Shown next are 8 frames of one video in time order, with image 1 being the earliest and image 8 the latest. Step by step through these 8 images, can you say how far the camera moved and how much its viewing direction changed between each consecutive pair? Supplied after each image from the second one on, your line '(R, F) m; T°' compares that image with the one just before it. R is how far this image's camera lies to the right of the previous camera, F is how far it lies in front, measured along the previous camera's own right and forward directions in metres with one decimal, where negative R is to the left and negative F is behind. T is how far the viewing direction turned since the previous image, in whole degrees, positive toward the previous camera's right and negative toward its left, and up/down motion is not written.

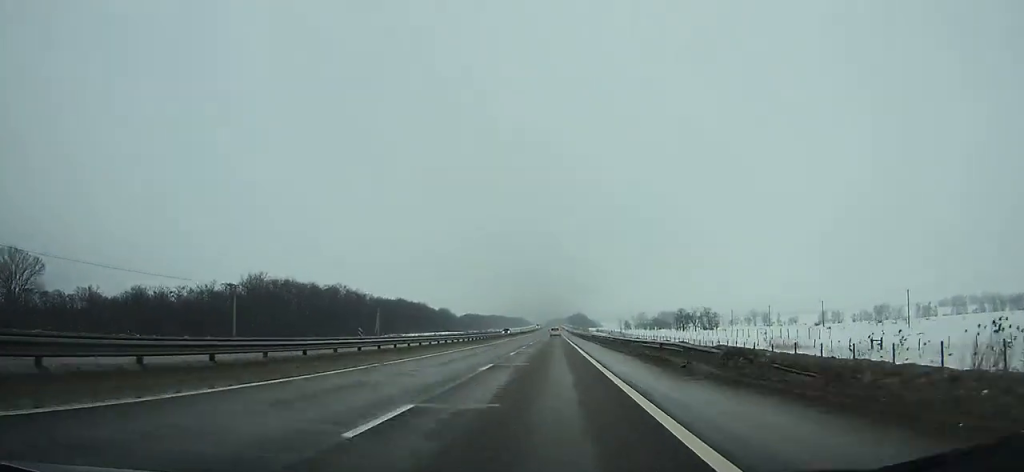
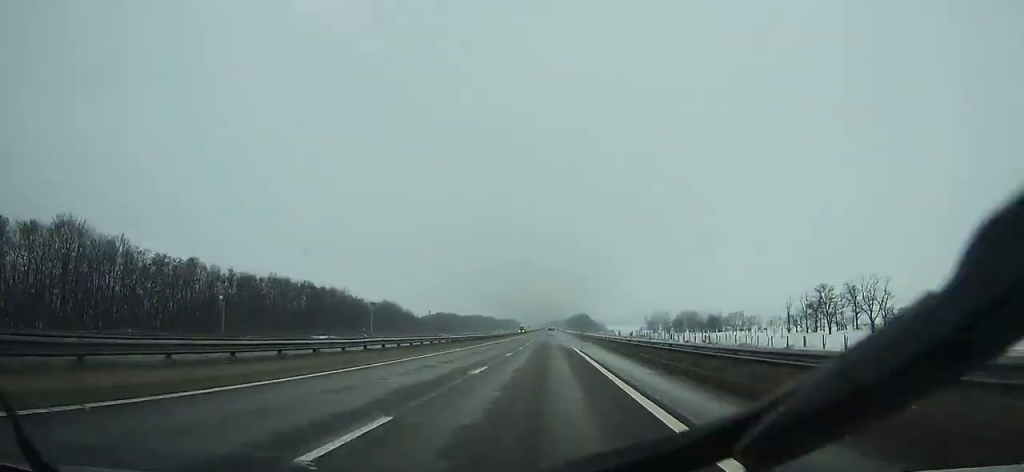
(-0.1, +121.2) m; 0°
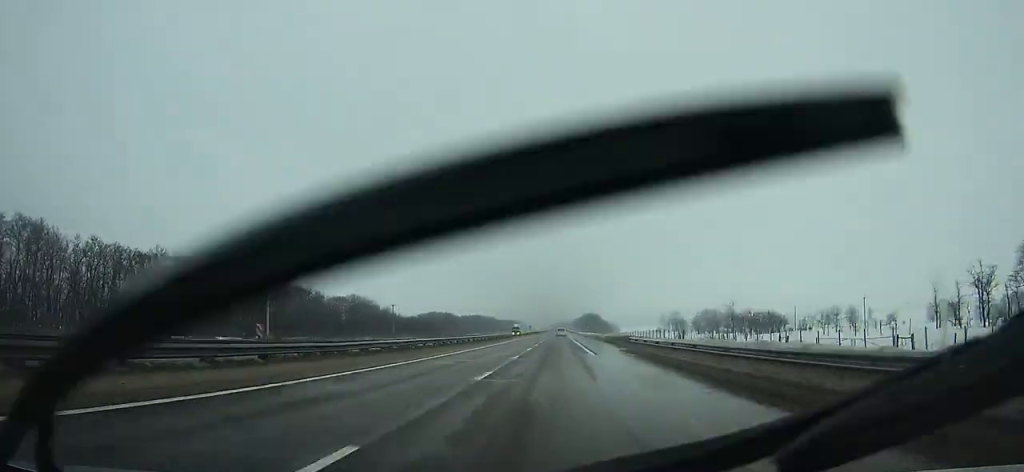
(0.0, +50.0) m; 0°
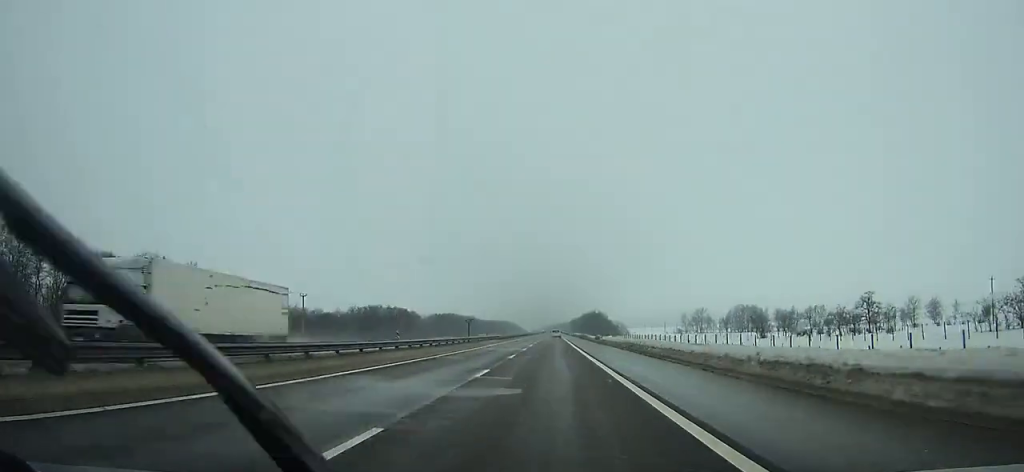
(+0.1, +107.6) m; 0°
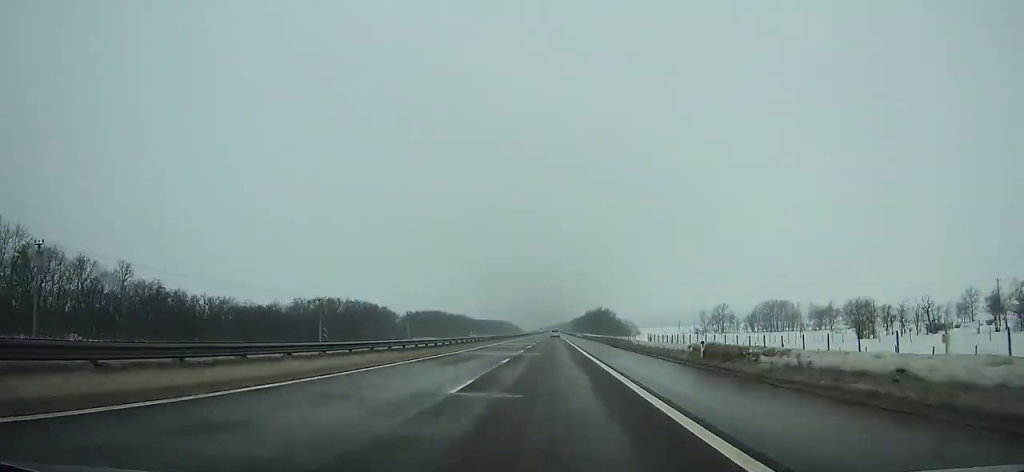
(-0.1, +52.9) m; 0°
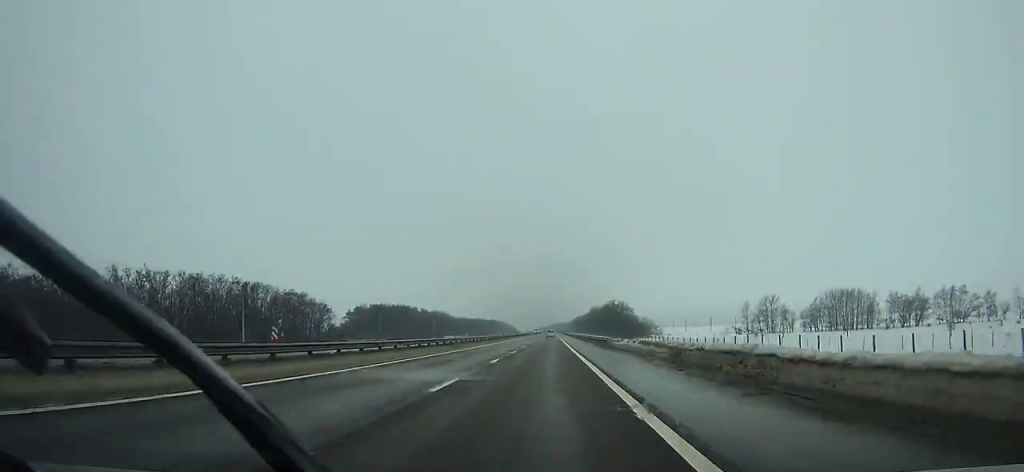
(0.0, +84.8) m; 0°
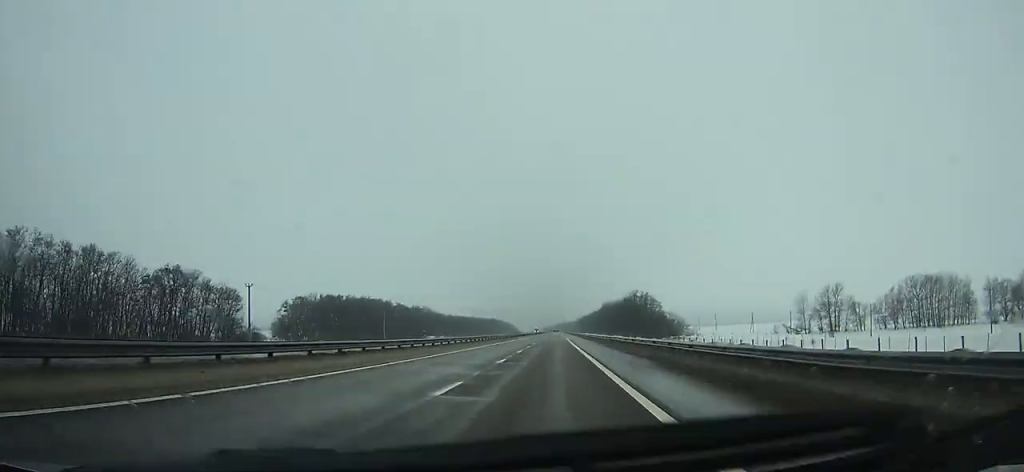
(-0.2, +61.2) m; 0°
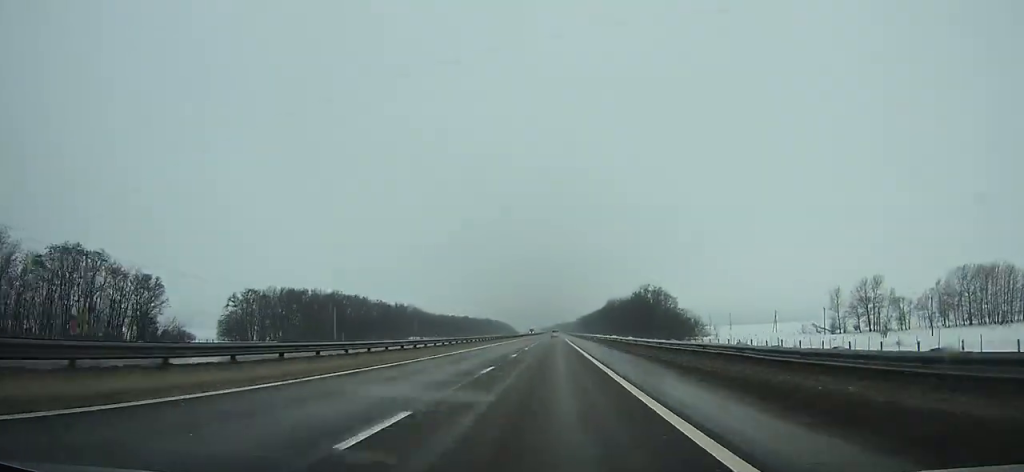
(0.0, +29.5) m; 0°
